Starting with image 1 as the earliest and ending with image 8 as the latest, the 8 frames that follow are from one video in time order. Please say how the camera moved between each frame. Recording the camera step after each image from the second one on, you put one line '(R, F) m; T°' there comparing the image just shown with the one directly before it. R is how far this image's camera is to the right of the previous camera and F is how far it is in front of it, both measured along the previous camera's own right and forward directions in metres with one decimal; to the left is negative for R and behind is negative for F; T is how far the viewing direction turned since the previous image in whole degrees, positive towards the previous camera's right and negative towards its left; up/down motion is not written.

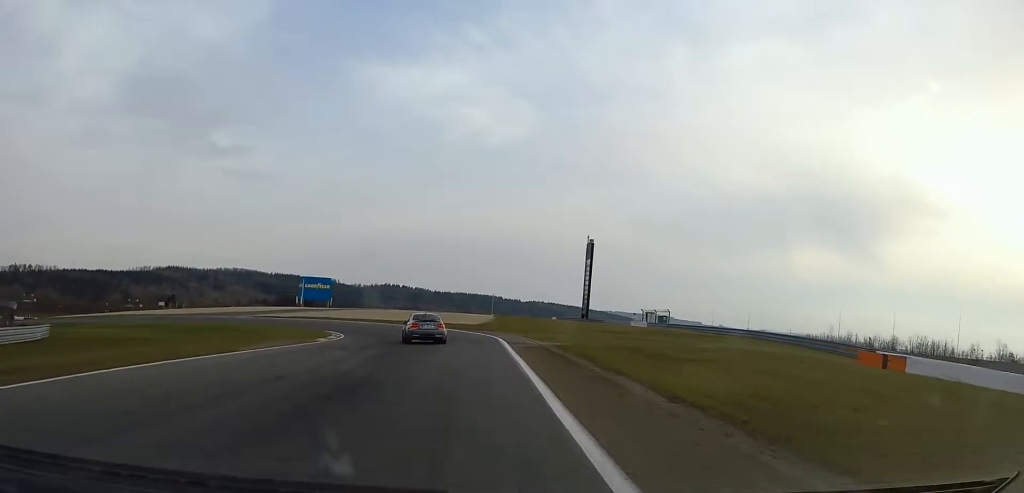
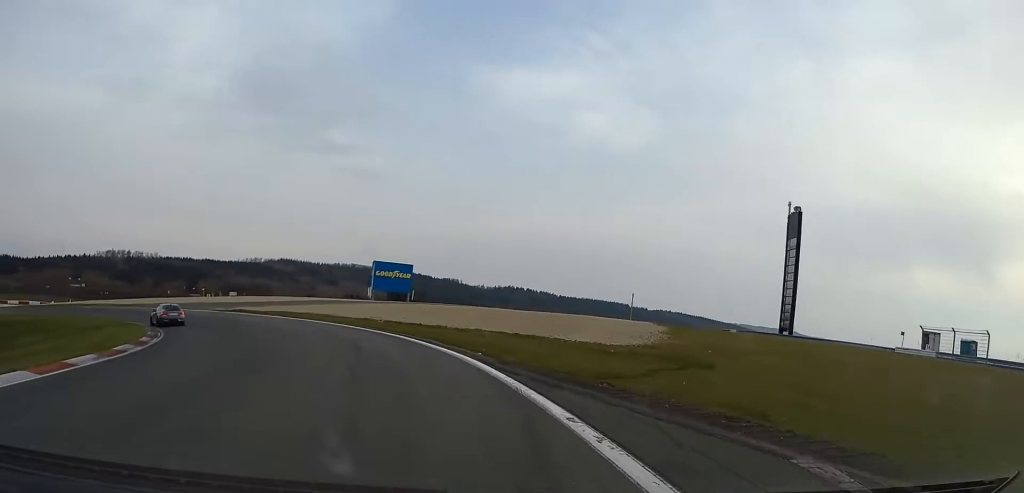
(-2.2, +50.5) m; -11°
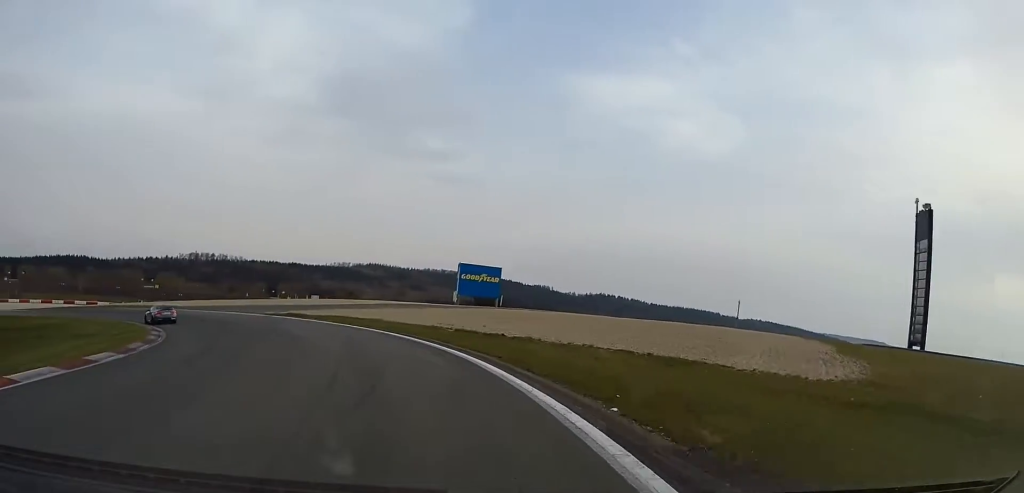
(+0.1, +9.6) m; -6°
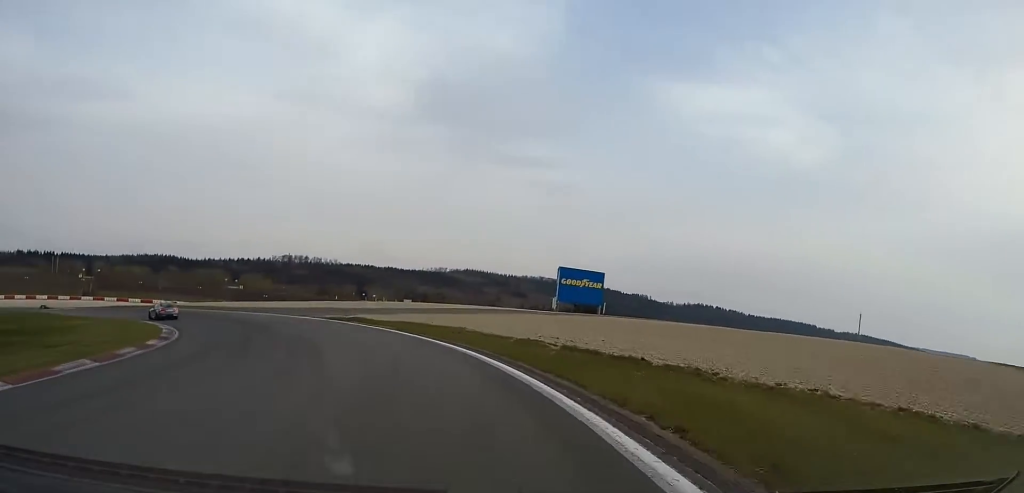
(-0.9, +9.4) m; -7°
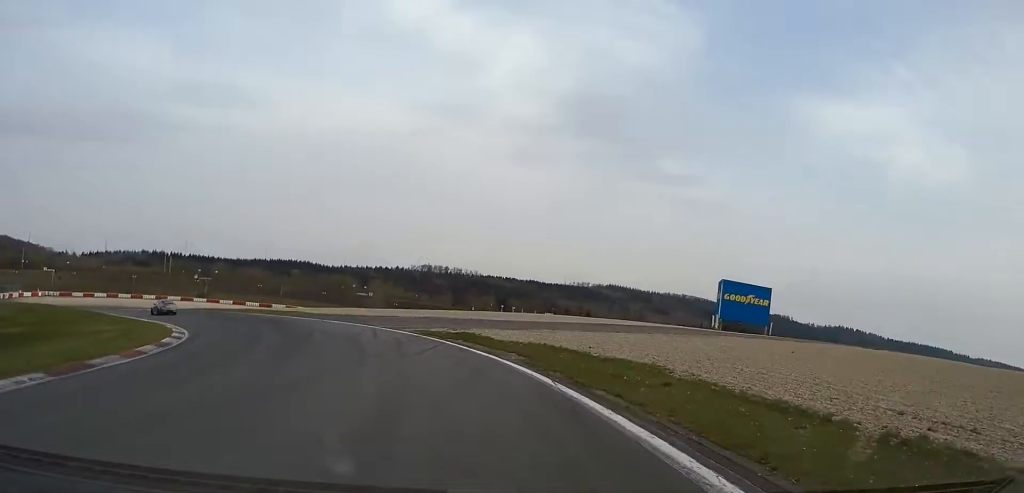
(-1.2, +15.0) m; -12°
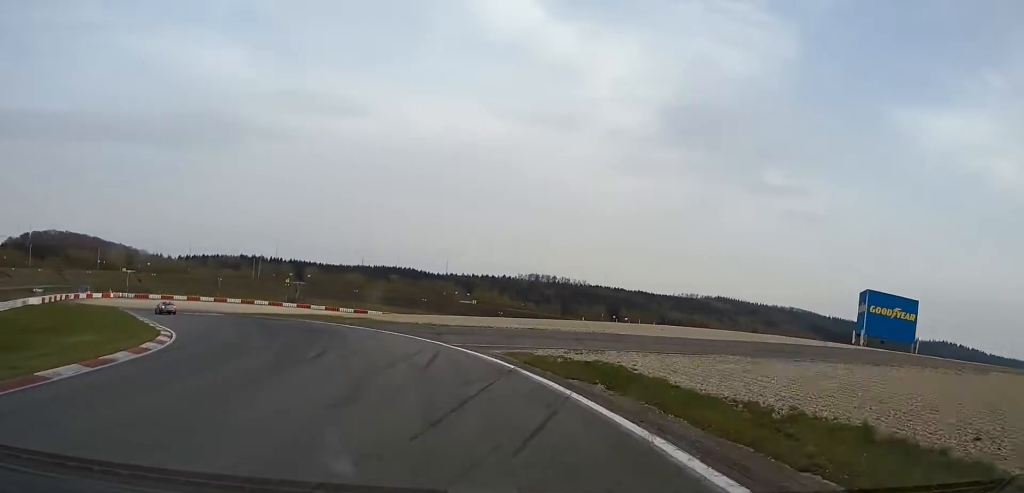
(-1.3, +13.4) m; -11°
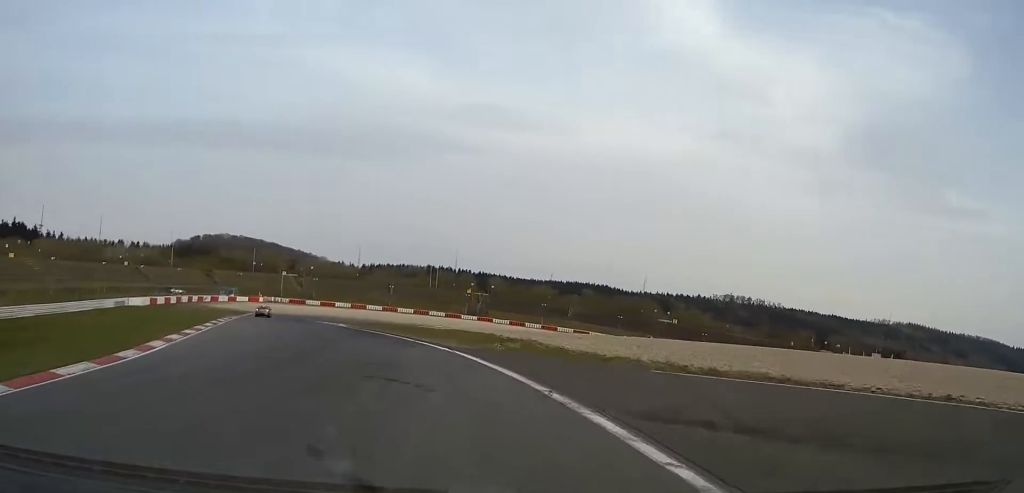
(-2.9, +20.8) m; -16°
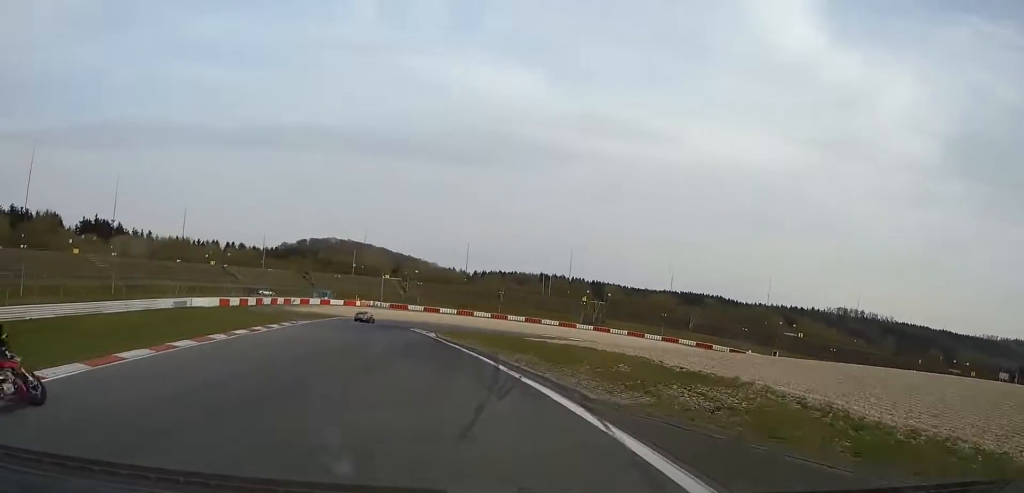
(-1.3, +12.3) m; -8°
